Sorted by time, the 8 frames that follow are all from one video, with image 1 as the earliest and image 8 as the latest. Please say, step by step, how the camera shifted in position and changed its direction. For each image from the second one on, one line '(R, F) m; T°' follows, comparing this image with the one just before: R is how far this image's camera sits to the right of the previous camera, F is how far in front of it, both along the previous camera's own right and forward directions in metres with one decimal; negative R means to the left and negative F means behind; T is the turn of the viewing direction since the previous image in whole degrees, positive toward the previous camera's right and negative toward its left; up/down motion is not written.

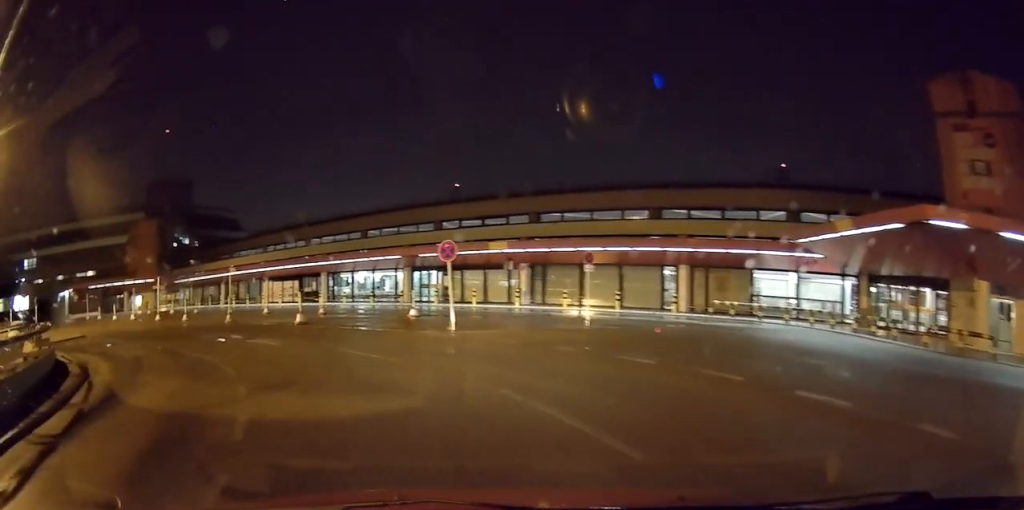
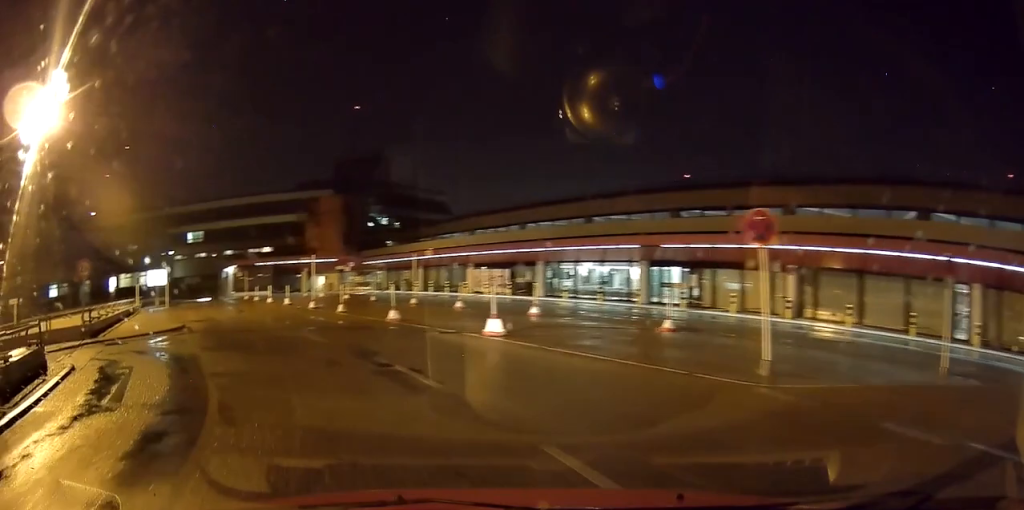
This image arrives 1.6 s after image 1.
(-1.0, +7.7) m; -14°
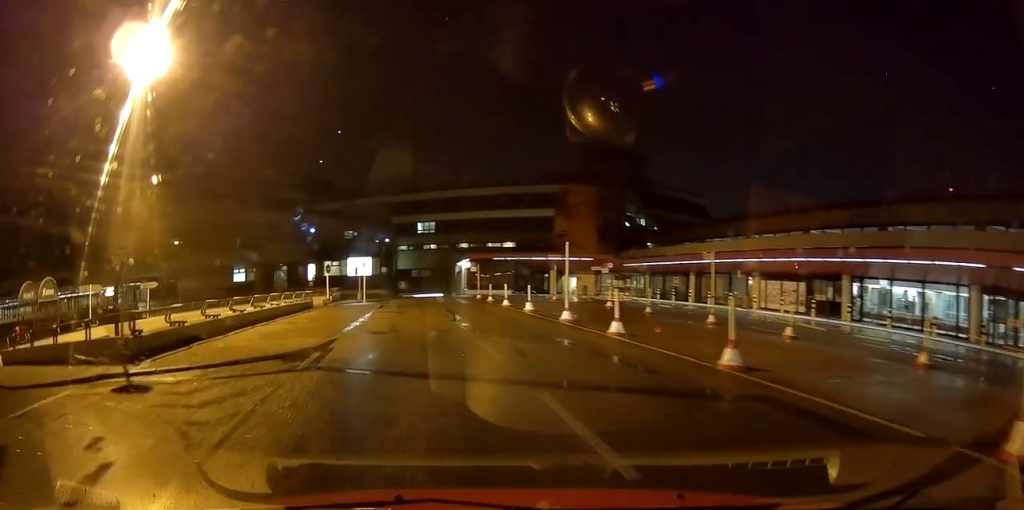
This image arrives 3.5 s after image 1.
(-1.4, +8.7) m; -28°
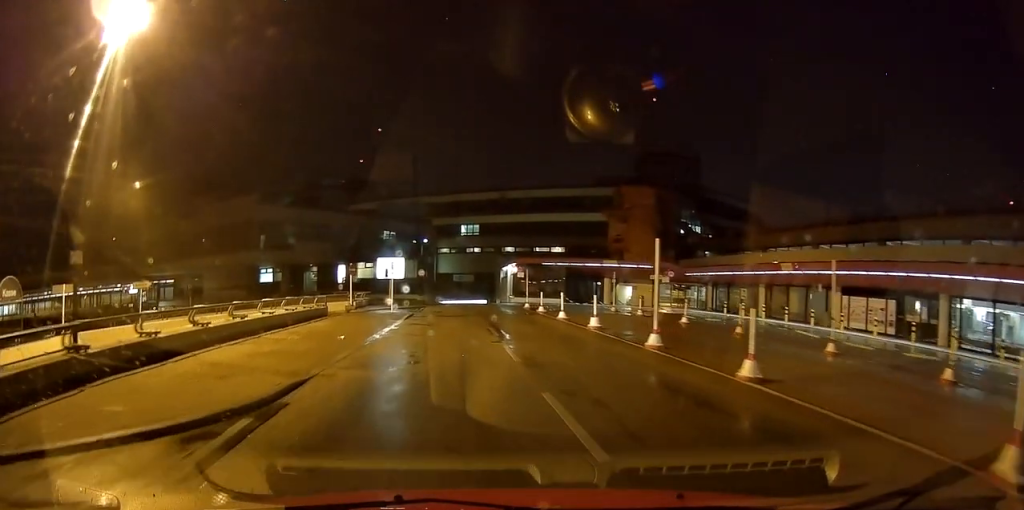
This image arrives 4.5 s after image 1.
(-0.9, +5.1) m; -6°
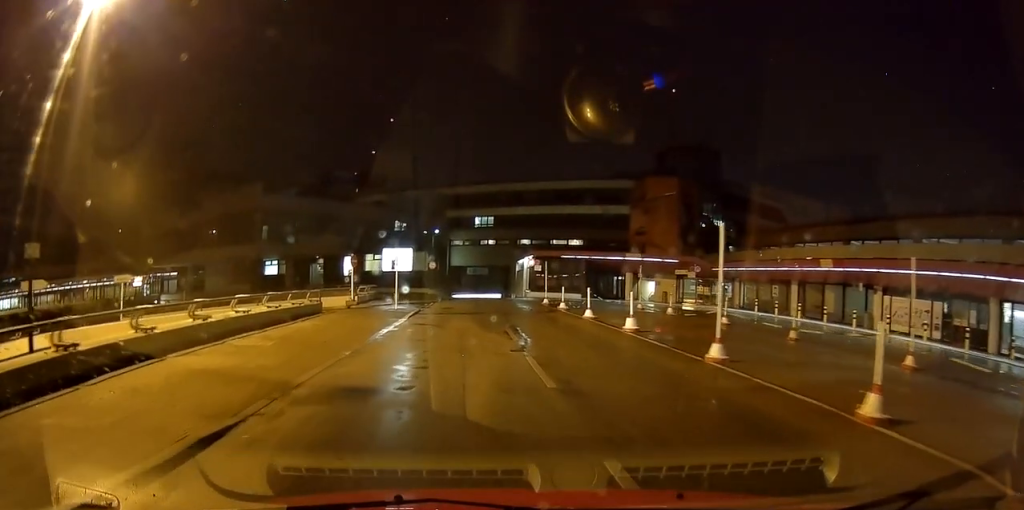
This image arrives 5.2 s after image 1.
(+0.3, +3.0) m; 0°
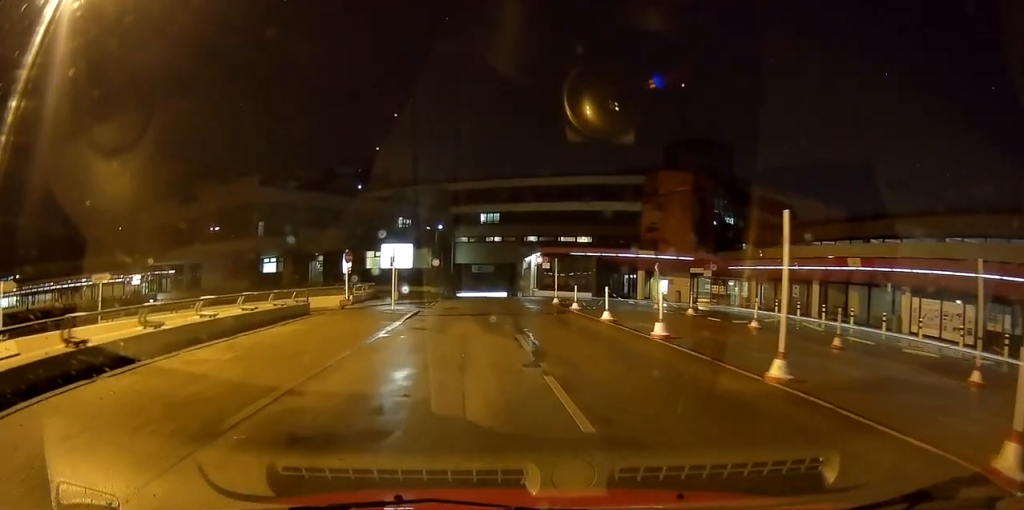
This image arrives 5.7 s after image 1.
(0.0, +2.4) m; -2°
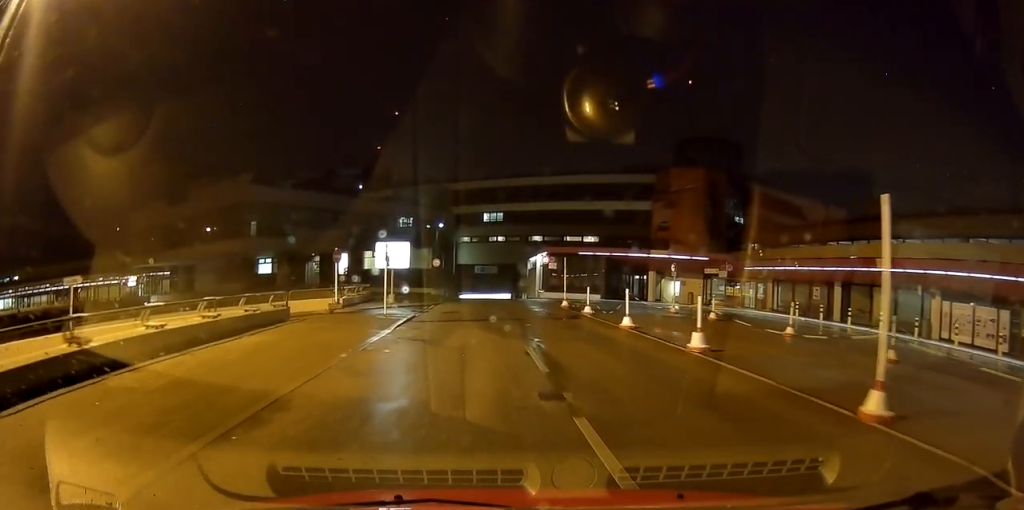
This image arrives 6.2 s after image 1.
(-0.2, +2.5) m; -3°
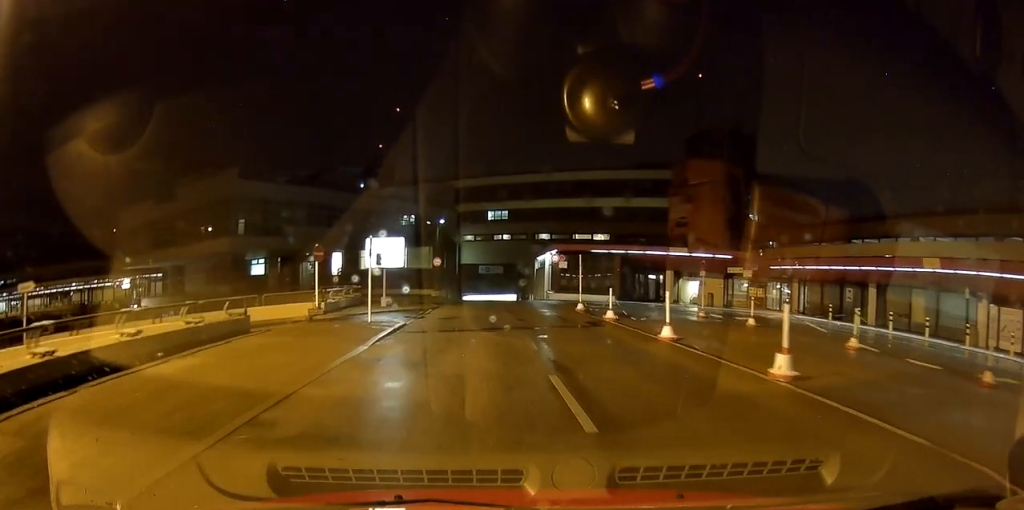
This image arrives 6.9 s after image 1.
(-0.1, +3.7) m; +2°
